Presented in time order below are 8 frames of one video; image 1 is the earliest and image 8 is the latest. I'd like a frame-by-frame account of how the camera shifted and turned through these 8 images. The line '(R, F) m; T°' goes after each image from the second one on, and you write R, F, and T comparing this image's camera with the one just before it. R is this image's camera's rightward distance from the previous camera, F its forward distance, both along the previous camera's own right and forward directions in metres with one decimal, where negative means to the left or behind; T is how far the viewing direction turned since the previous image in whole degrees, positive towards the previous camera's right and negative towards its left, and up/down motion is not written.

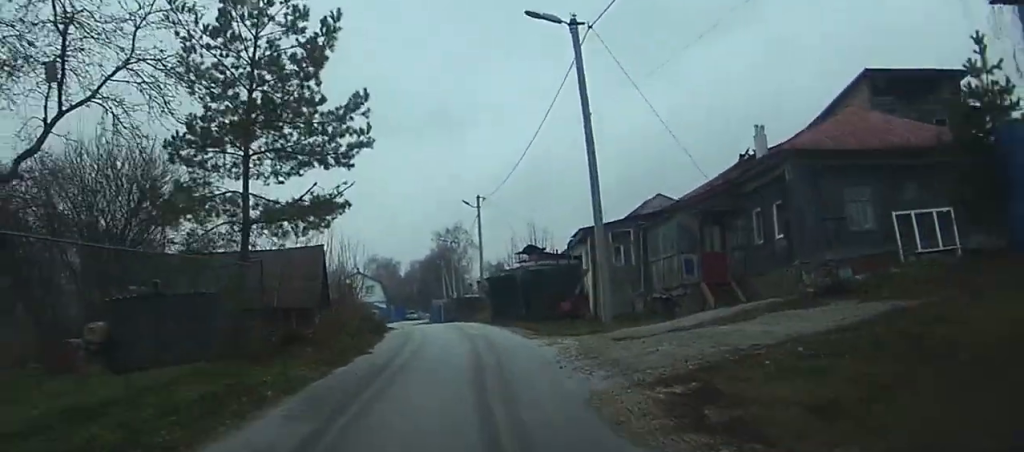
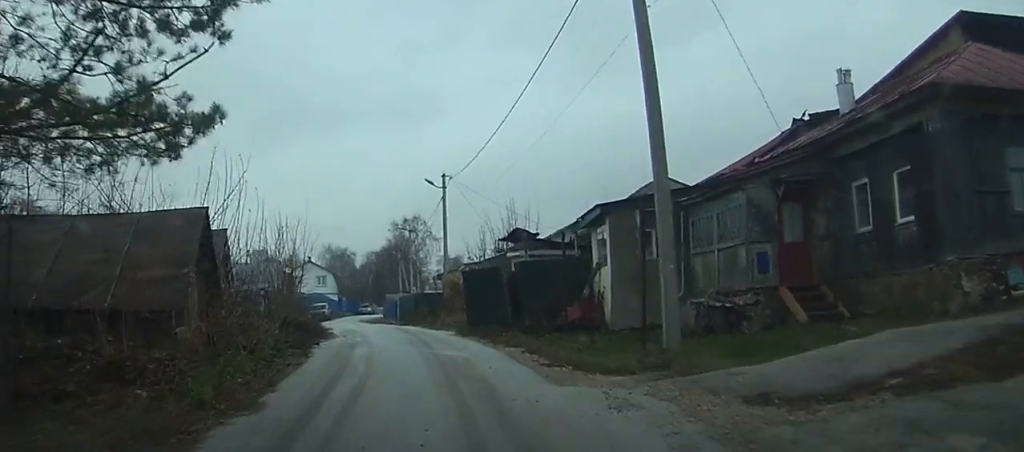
(+0.3, +8.2) m; +3°
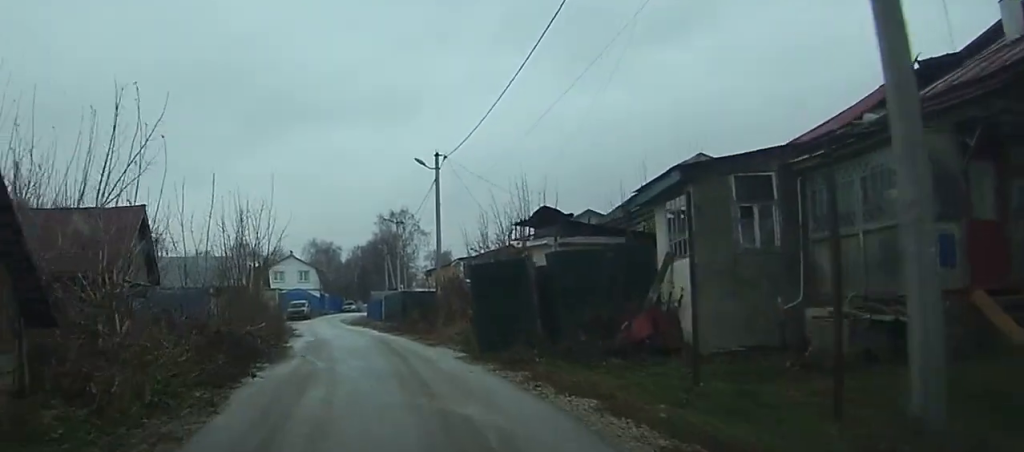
(0.0, +6.5) m; +1°
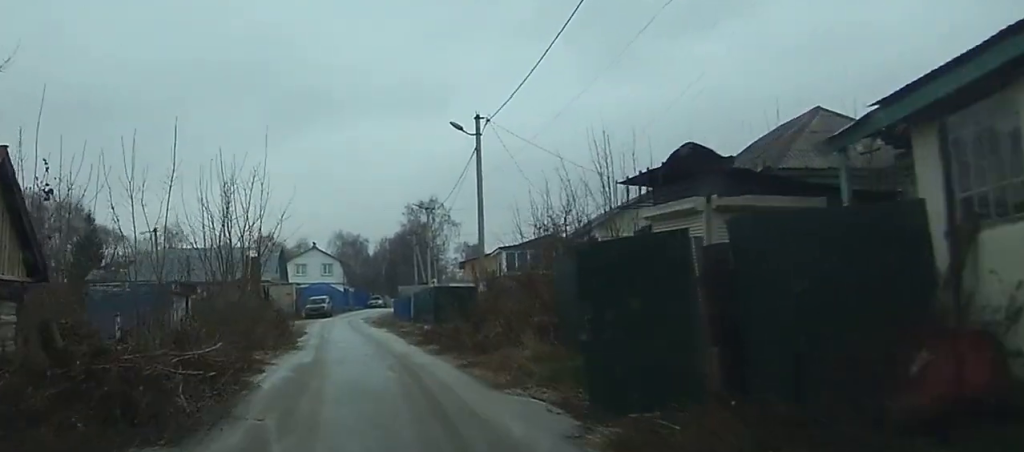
(+0.1, +7.3) m; 0°
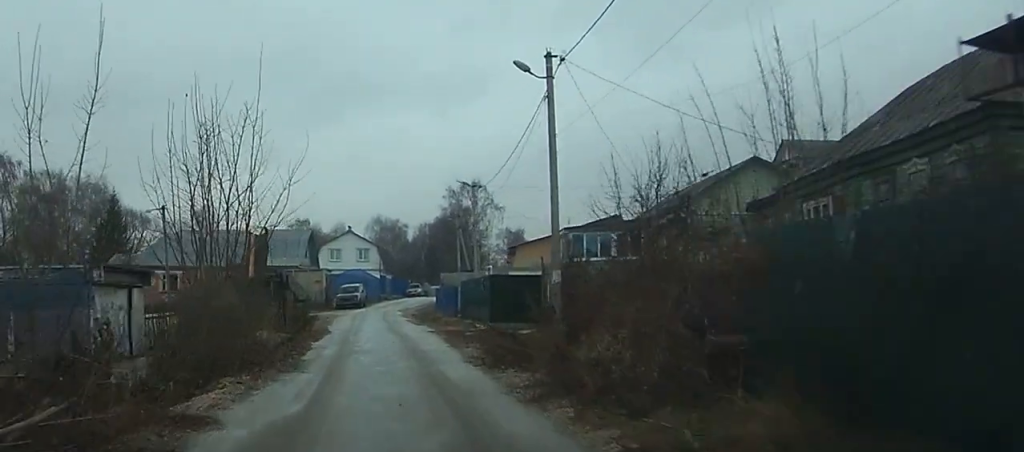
(0.0, +7.1) m; 0°
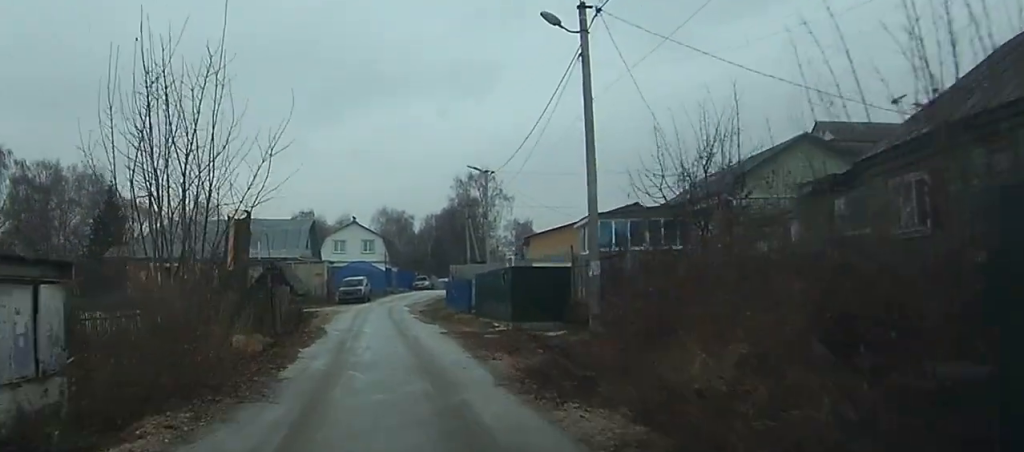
(-0.1, +3.8) m; 0°
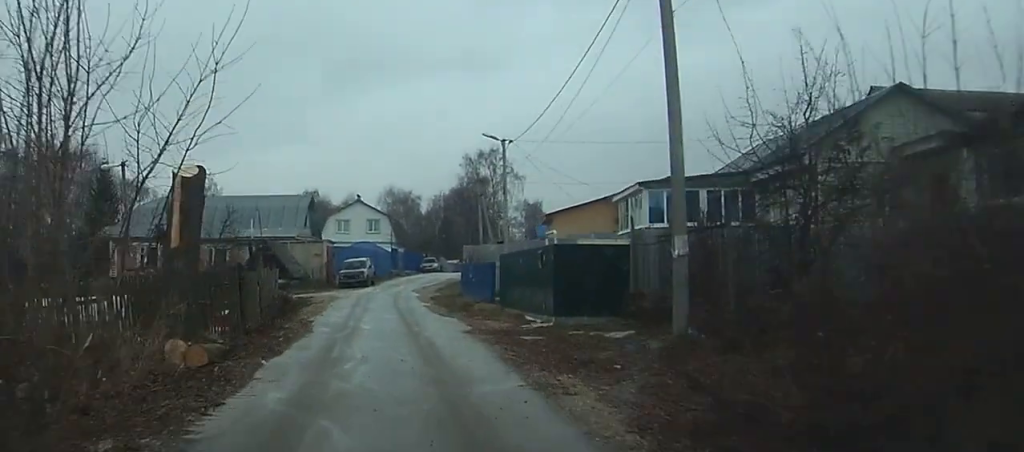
(+0.1, +5.5) m; 0°
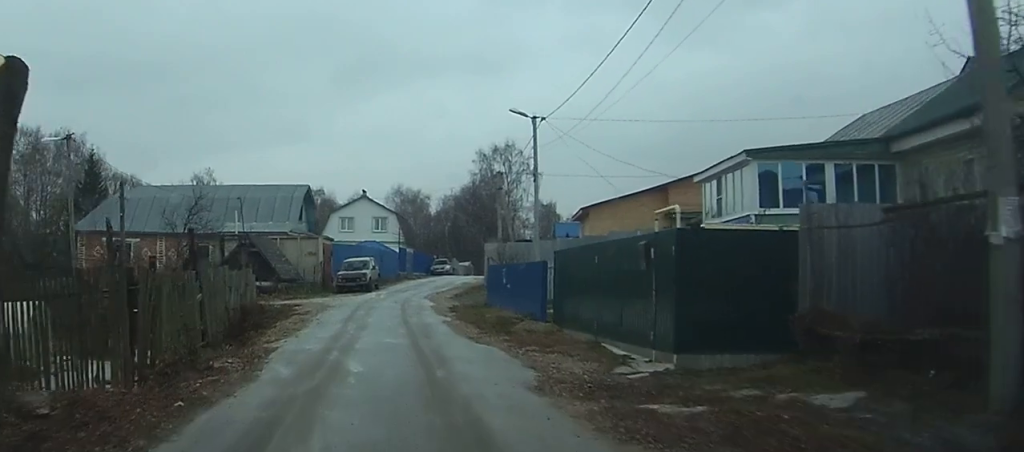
(-0.1, +8.0) m; -1°
